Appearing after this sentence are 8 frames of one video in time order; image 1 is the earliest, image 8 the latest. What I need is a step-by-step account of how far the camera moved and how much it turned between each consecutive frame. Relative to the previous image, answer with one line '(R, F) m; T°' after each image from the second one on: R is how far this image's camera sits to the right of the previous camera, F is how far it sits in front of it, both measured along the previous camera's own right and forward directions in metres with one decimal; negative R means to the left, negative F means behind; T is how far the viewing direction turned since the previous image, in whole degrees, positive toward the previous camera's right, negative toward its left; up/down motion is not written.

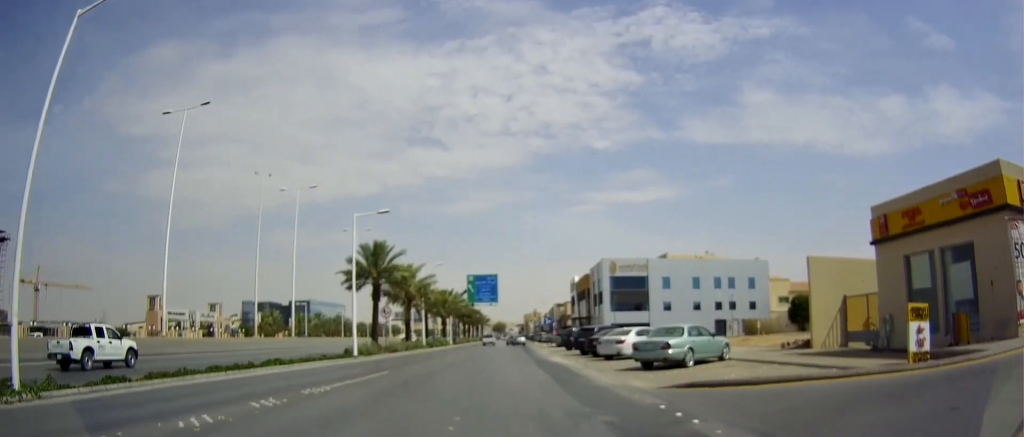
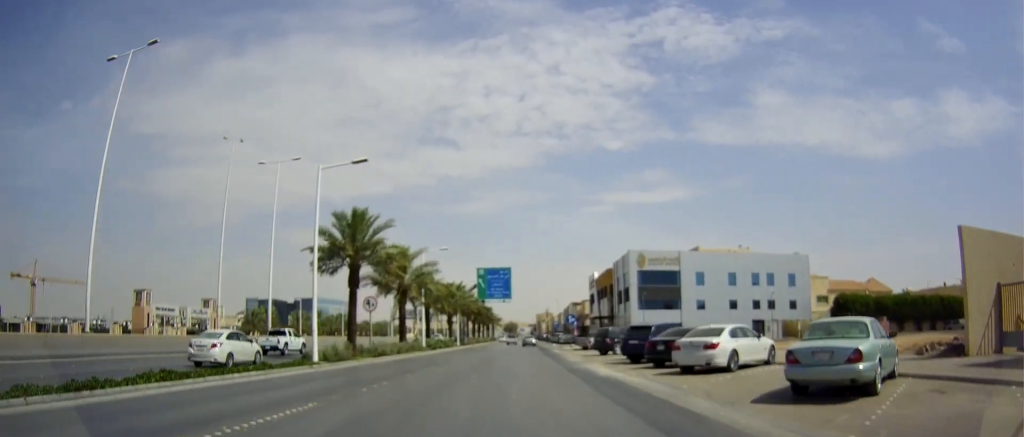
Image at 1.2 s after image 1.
(-0.1, +9.5) m; 0°
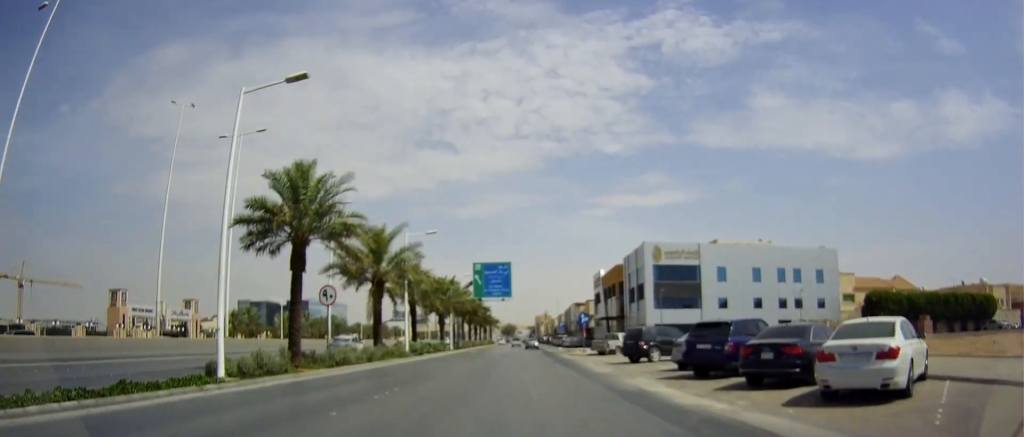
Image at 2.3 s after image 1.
(0.0, +8.3) m; -2°
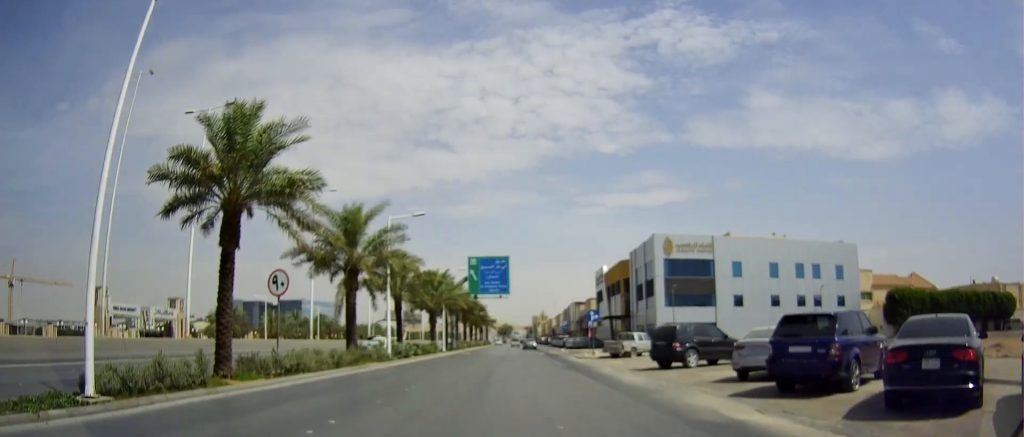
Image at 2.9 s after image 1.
(-0.1, +5.5) m; 0°
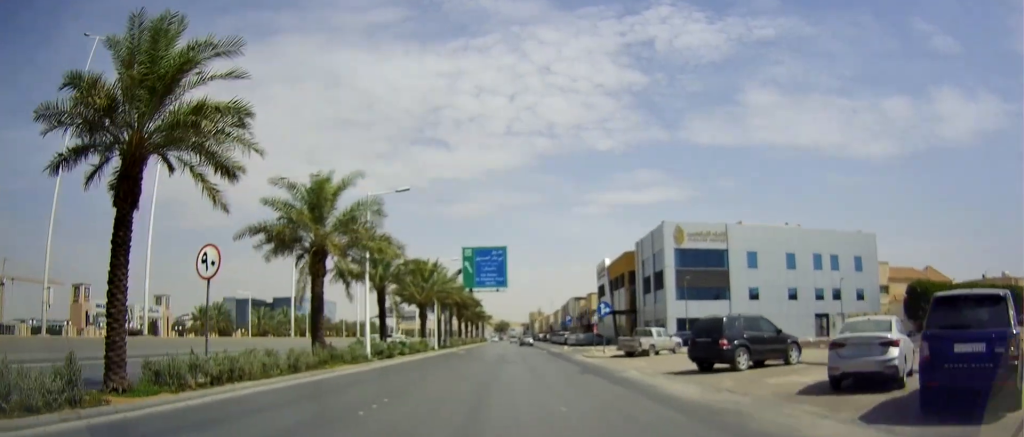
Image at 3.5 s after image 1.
(-0.2, +4.8) m; +2°
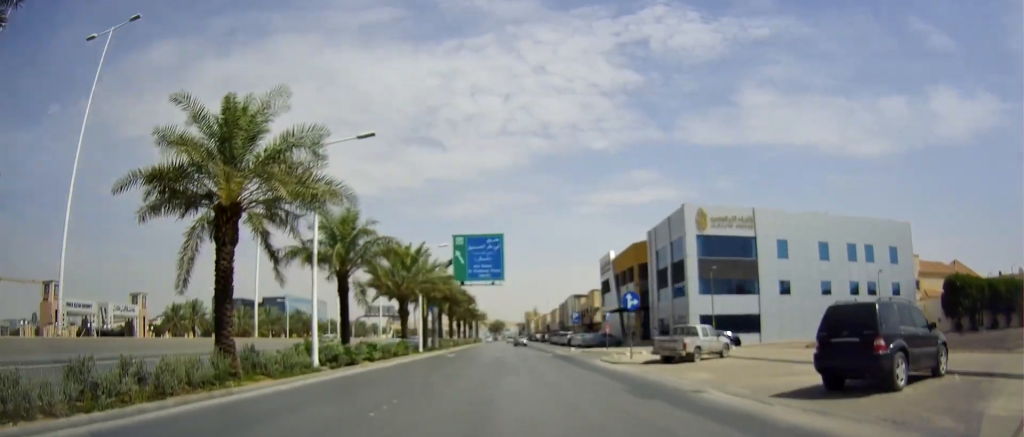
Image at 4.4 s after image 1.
(+0.5, +7.6) m; -1°
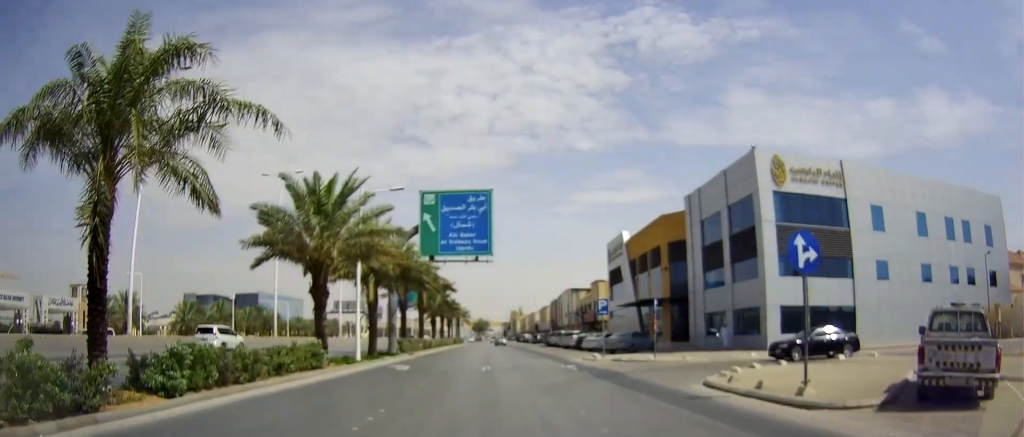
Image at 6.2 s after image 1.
(-0.5, +16.4) m; +1°
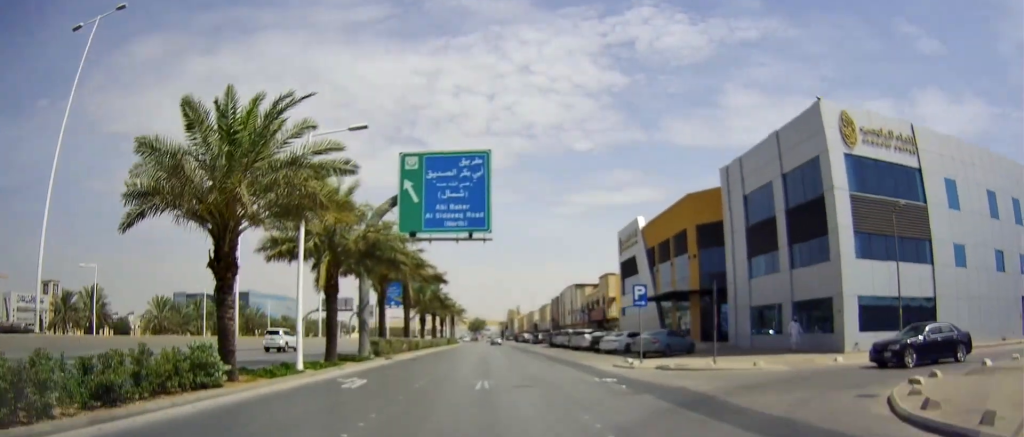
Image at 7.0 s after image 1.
(+0.2, +8.1) m; +2°
